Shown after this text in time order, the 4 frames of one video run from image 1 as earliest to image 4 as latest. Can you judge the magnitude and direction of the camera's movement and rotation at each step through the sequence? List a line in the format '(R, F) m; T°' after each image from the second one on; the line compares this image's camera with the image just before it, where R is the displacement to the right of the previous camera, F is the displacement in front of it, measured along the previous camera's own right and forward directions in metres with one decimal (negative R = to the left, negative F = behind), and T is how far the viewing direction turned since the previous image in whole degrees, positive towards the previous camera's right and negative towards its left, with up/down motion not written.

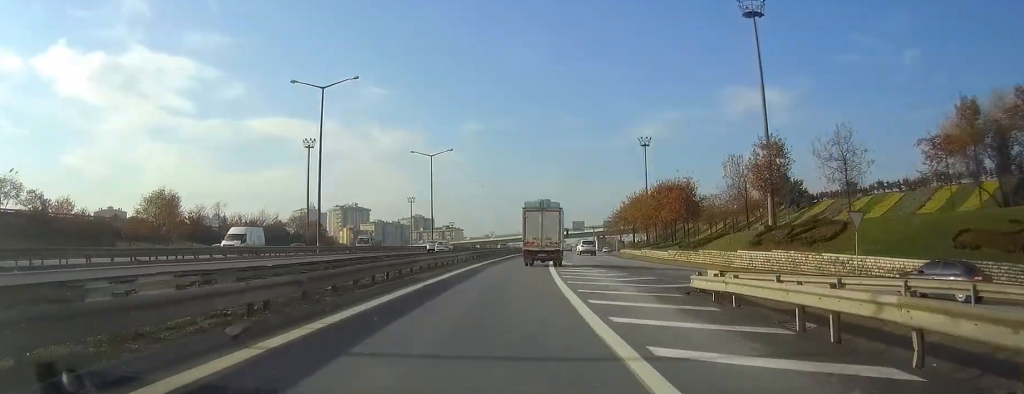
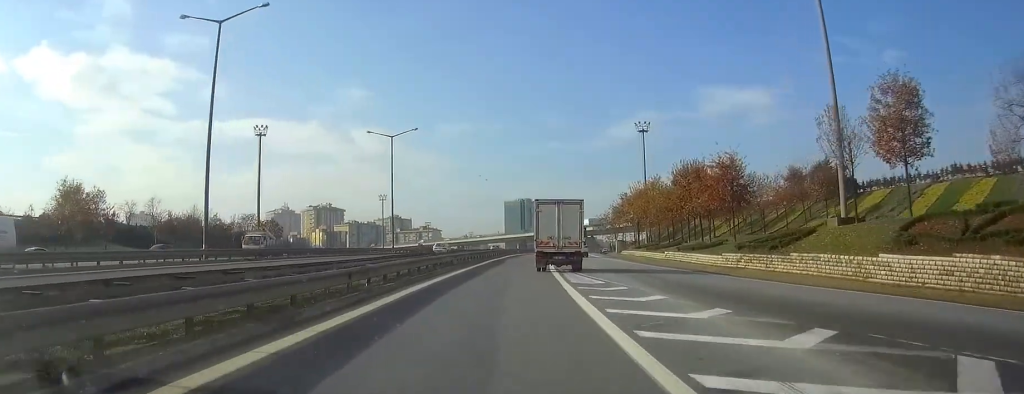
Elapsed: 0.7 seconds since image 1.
(+0.2, +20.8) m; +1°
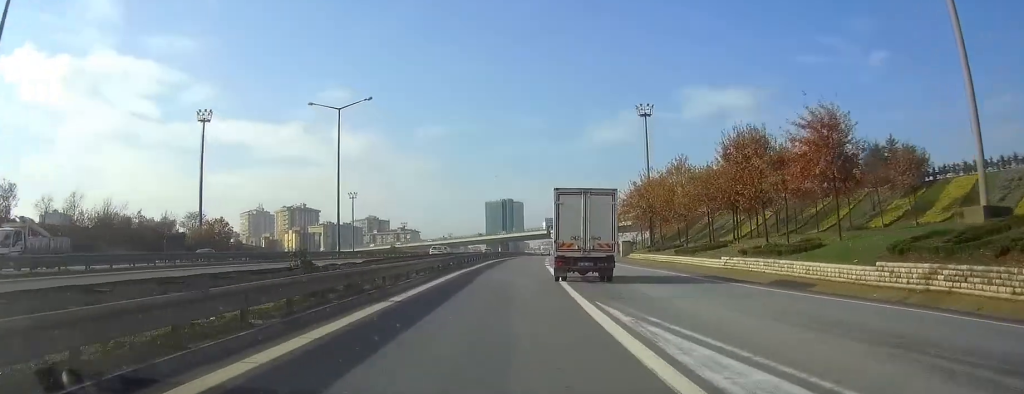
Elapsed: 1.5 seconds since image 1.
(+0.3, +20.4) m; +1°
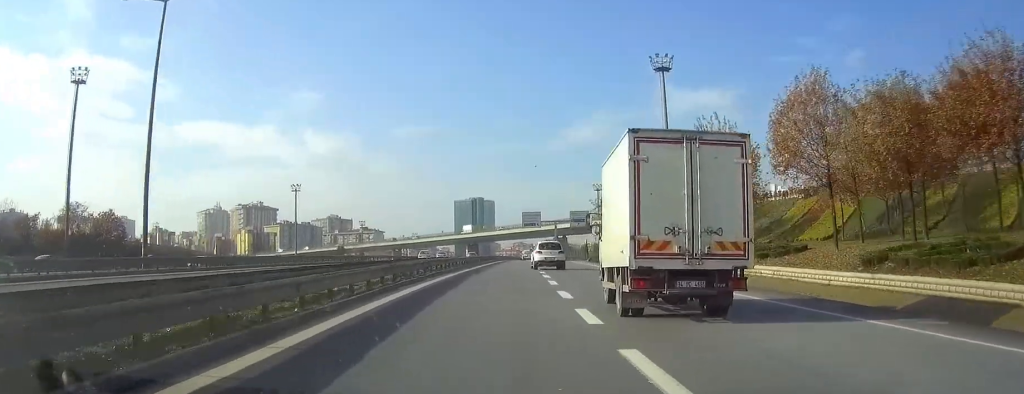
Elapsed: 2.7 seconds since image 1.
(+0.5, +34.5) m; +2°
